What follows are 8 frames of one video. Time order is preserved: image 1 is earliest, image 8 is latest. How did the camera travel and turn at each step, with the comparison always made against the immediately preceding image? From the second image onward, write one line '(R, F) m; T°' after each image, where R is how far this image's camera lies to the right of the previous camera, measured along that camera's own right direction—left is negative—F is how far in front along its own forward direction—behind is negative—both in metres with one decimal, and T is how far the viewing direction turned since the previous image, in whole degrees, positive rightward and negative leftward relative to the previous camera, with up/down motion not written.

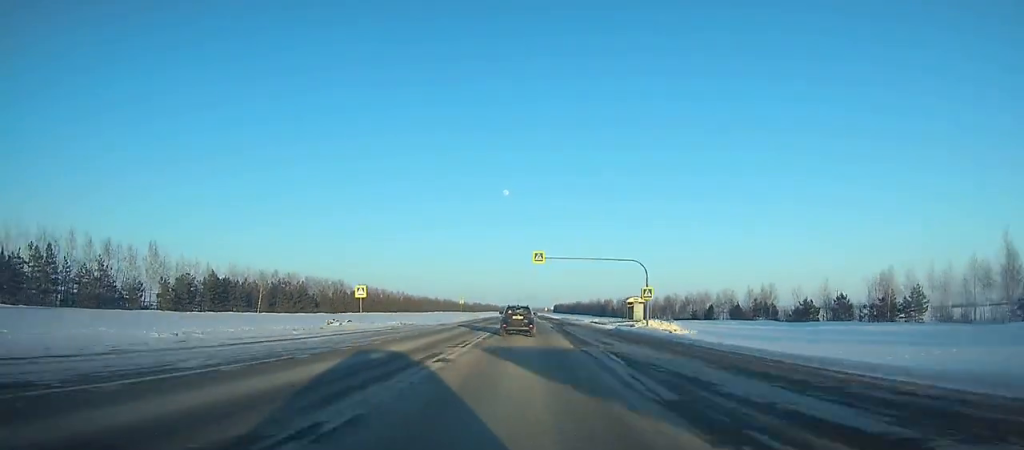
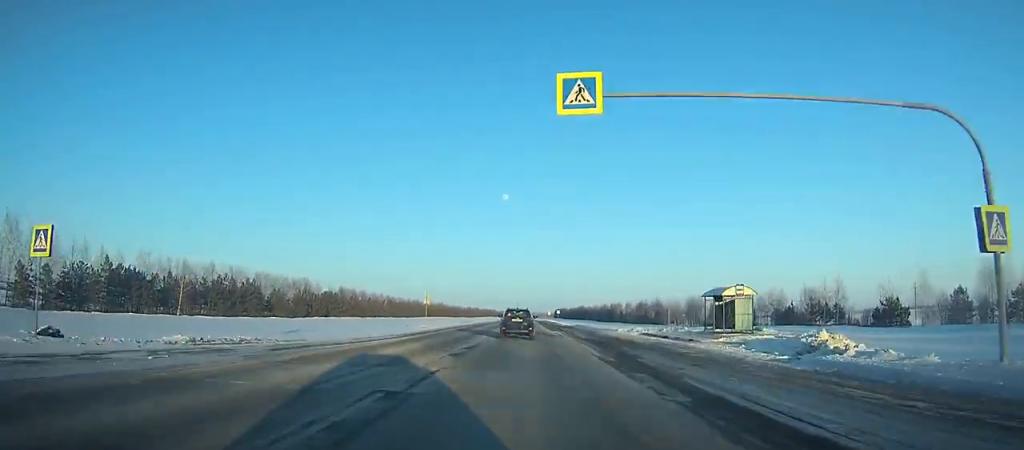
(+0.1, +34.4) m; 0°
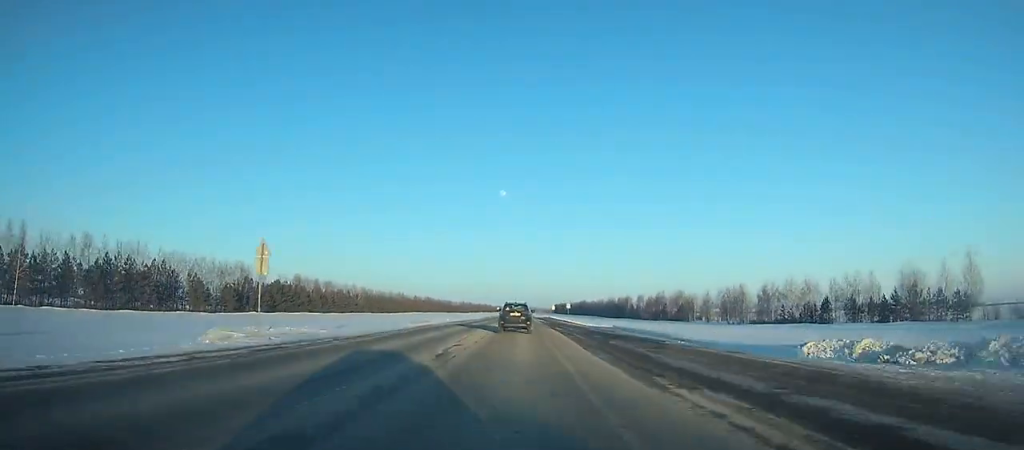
(0.0, +39.2) m; 0°
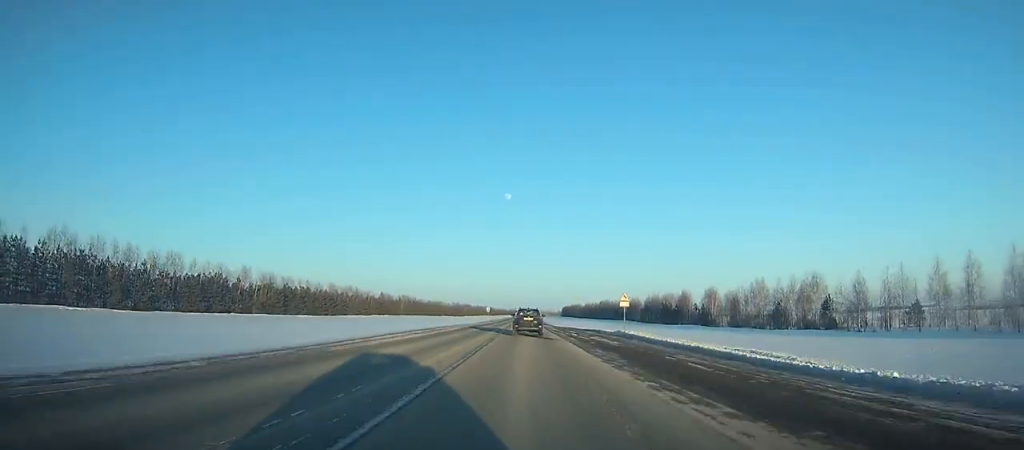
(+0.3, +100.5) m; 0°
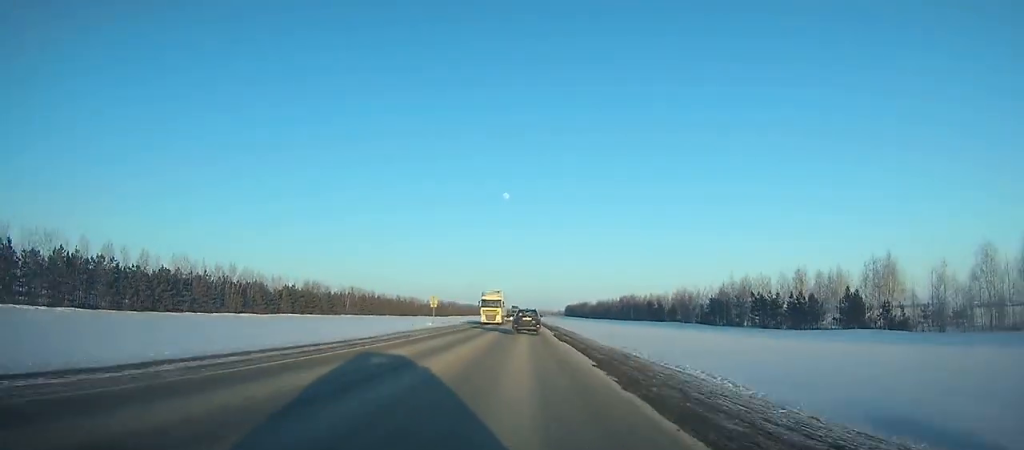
(-0.3, +94.5) m; 0°
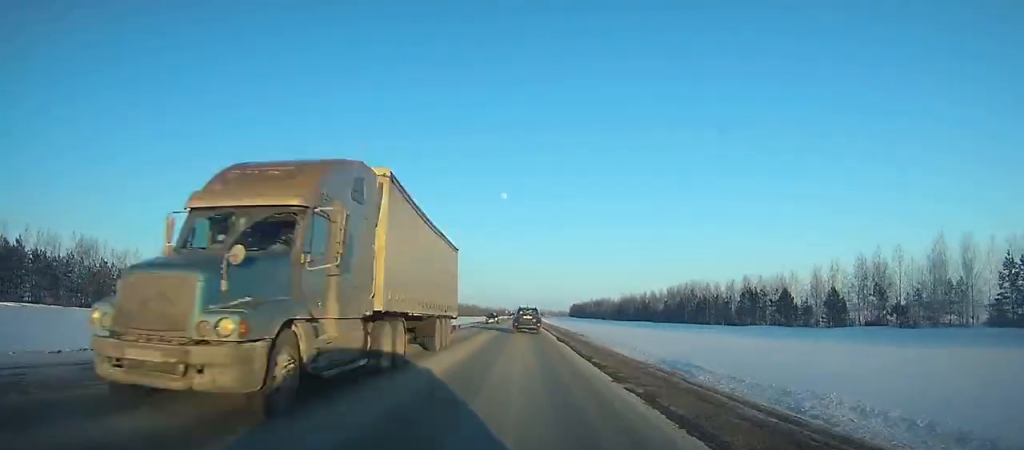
(0.0, +108.0) m; 0°
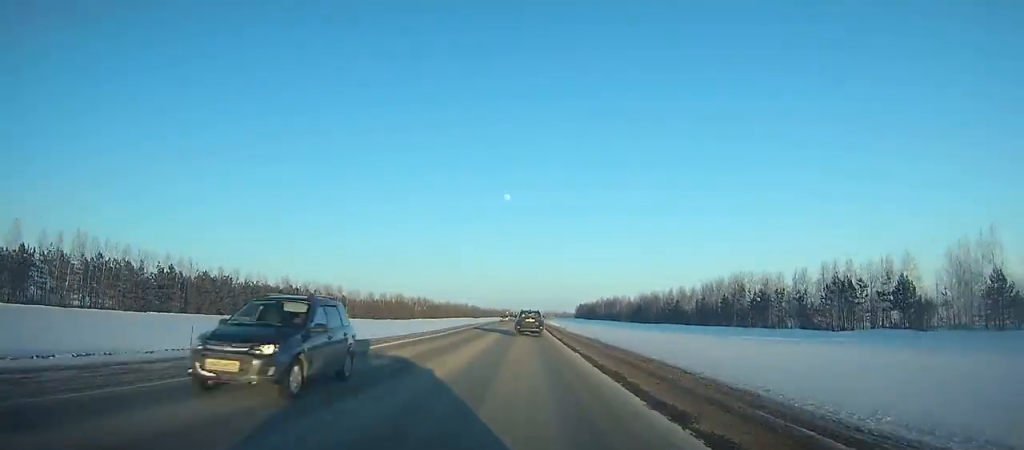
(-0.2, +36.8) m; 0°
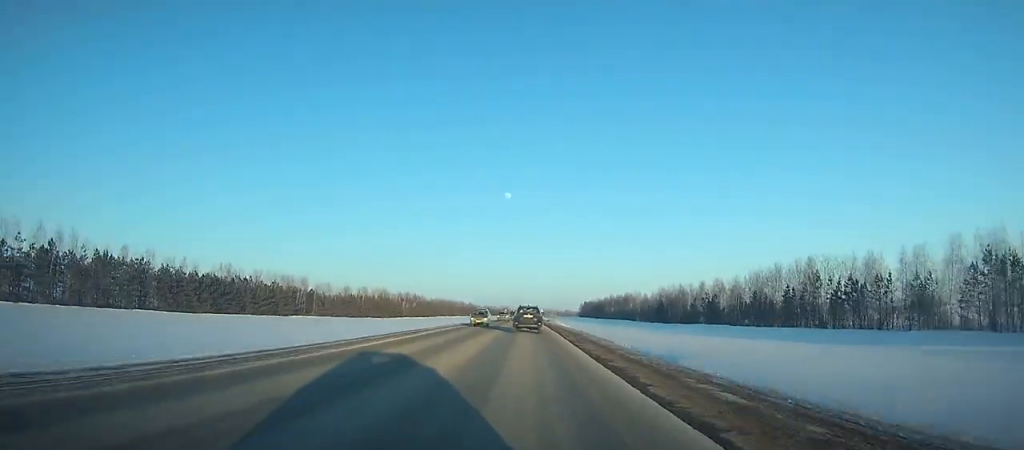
(-0.1, +34.2) m; 0°
